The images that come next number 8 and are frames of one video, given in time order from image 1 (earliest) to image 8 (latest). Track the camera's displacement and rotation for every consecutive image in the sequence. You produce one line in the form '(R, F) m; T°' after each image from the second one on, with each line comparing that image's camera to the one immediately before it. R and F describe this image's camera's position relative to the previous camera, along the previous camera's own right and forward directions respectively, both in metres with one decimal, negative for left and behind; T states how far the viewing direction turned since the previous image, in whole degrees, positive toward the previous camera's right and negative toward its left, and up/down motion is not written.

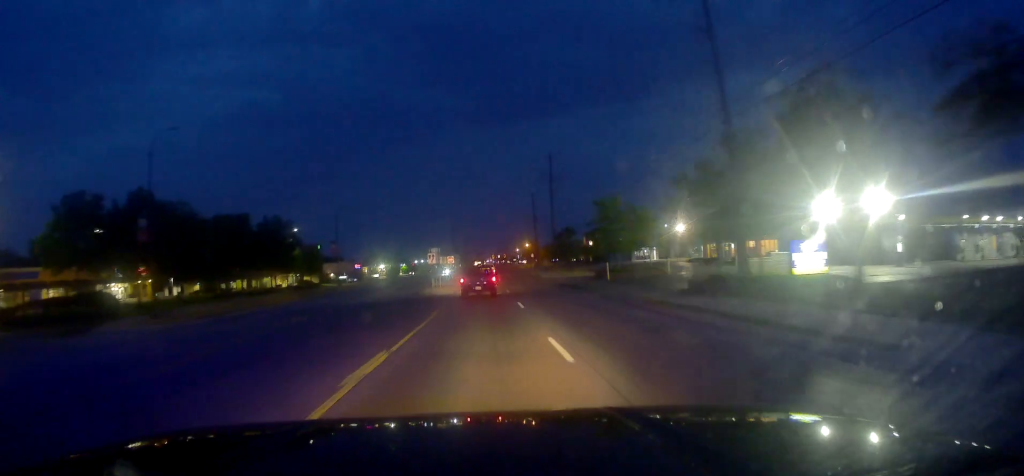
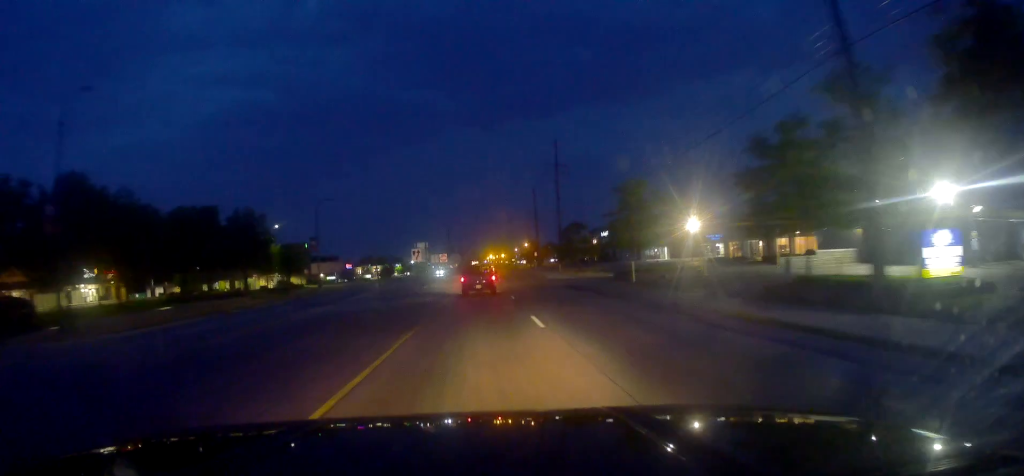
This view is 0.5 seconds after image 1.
(+0.4, +8.6) m; +1°
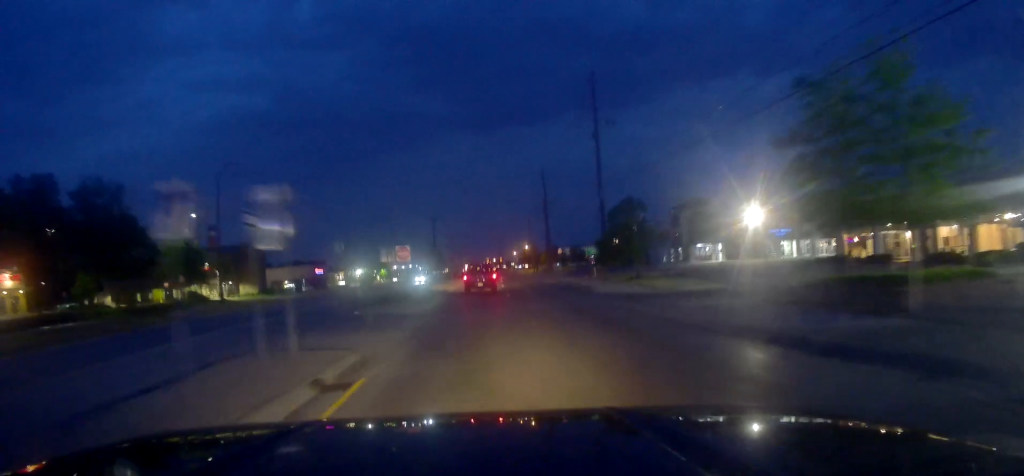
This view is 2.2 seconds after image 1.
(+0.2, +27.5) m; 0°
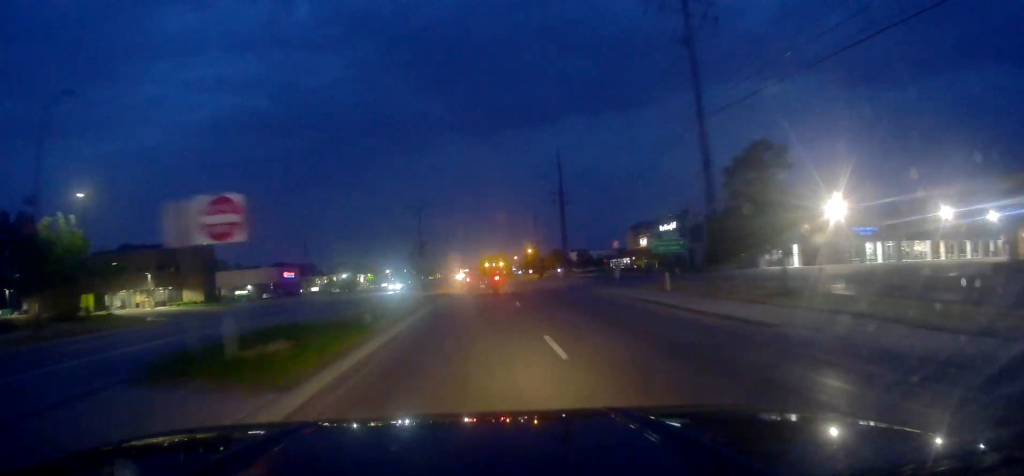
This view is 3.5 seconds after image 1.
(-0.2, +21.6) m; -1°
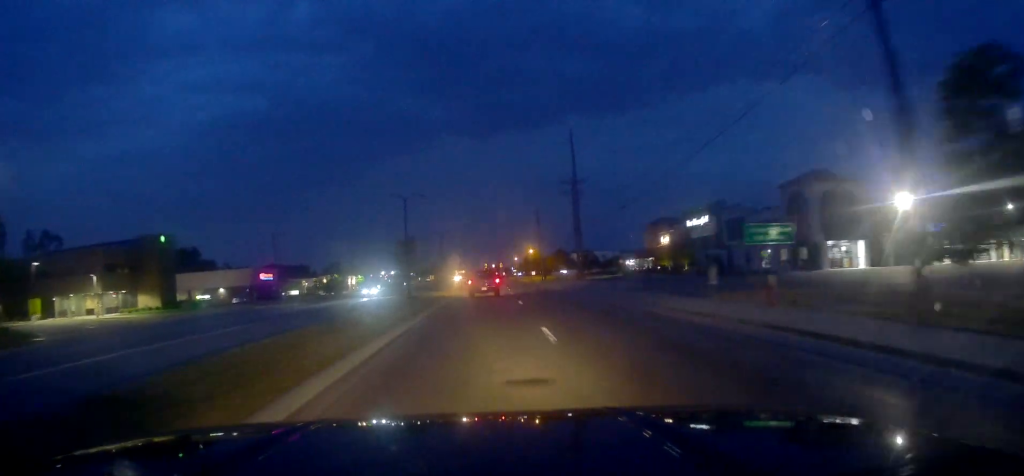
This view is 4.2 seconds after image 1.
(-0.2, +12.9) m; +1°
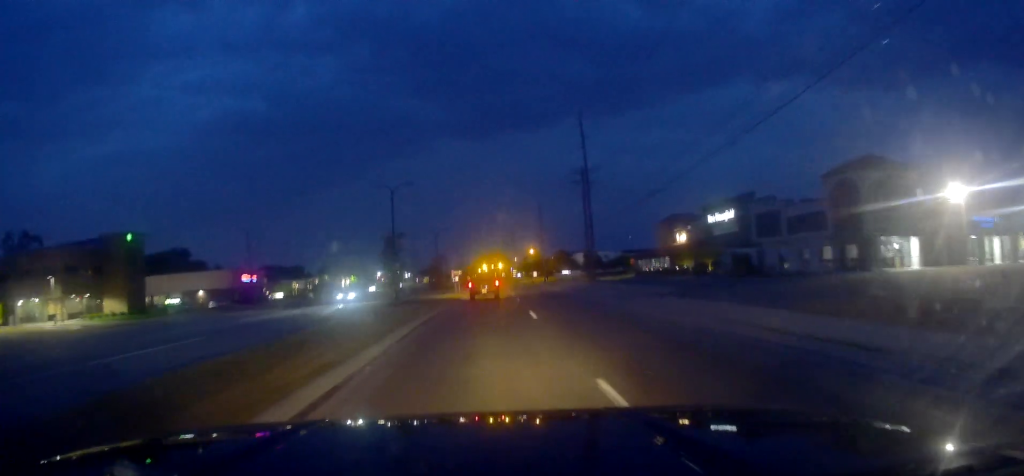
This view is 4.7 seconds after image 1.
(+0.3, +8.3) m; +1°
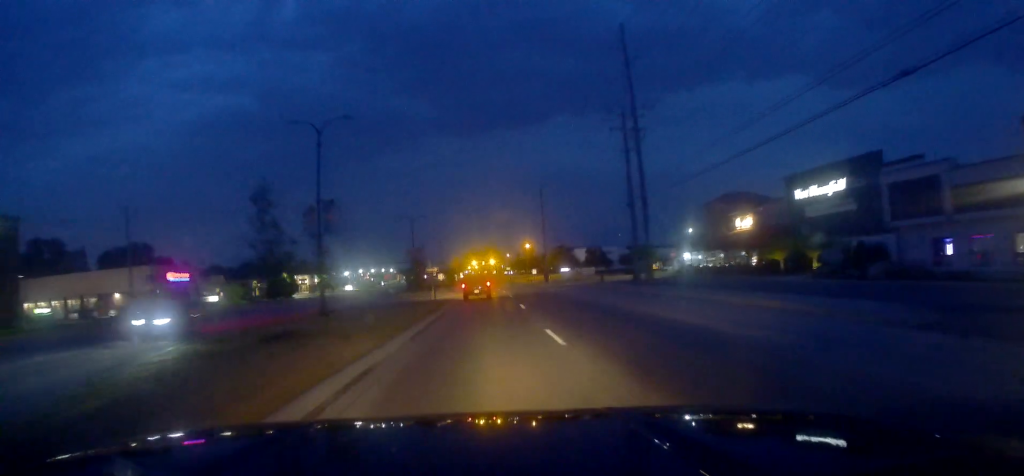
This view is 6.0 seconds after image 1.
(+0.3, +23.4) m; +1°
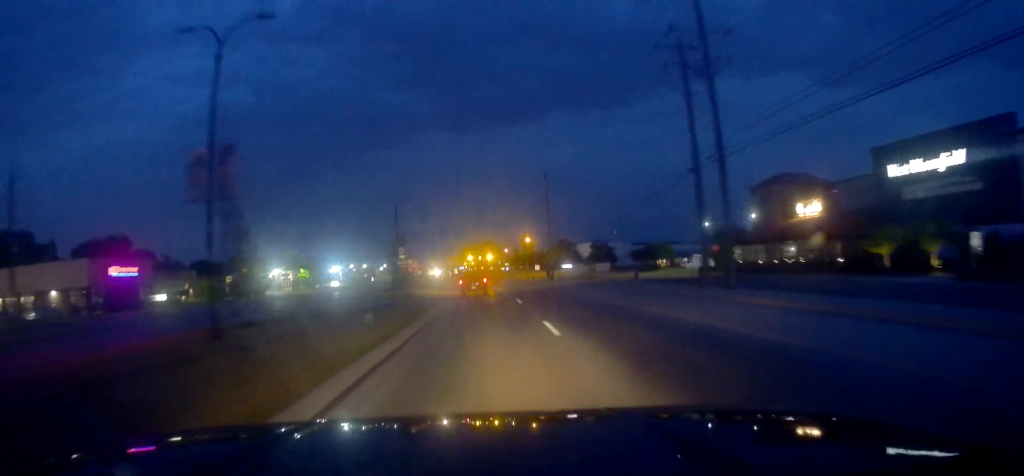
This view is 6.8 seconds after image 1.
(0.0, +13.2) m; -1°
